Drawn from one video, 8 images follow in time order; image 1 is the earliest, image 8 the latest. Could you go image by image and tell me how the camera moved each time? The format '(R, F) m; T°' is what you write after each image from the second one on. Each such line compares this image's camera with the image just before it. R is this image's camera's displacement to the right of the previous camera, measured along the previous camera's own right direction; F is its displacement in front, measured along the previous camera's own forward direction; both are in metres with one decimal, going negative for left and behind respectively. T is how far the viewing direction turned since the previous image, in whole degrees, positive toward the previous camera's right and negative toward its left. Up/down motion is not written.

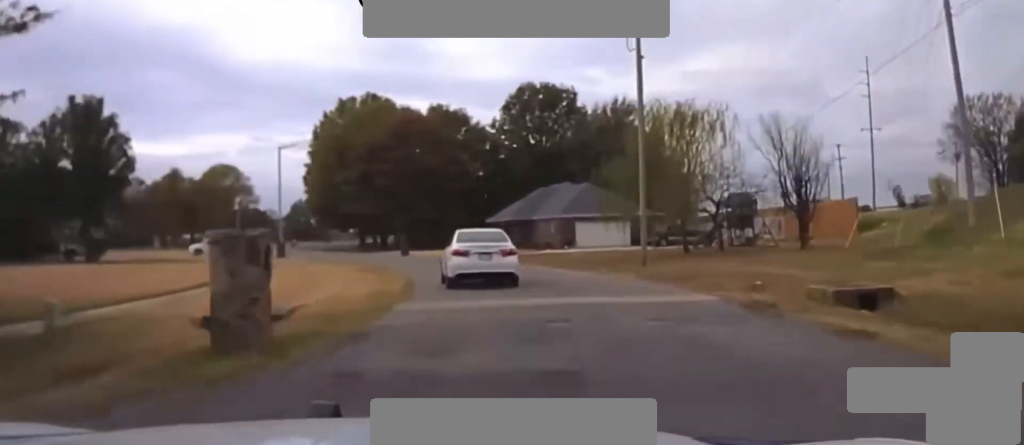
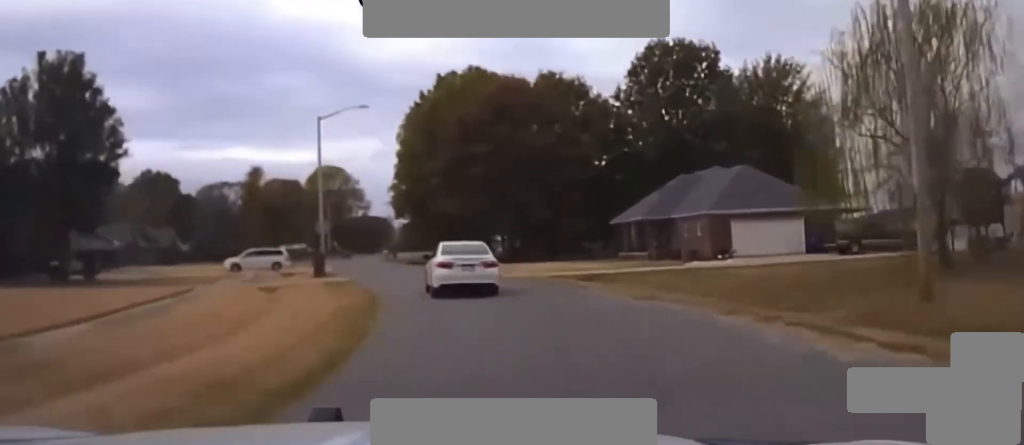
(-0.7, +21.4) m; -7°
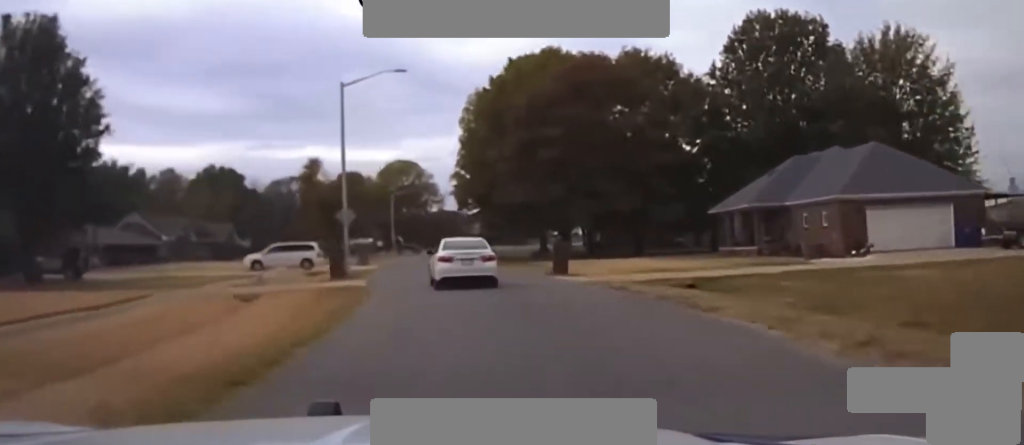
(0.0, +11.4) m; -5°
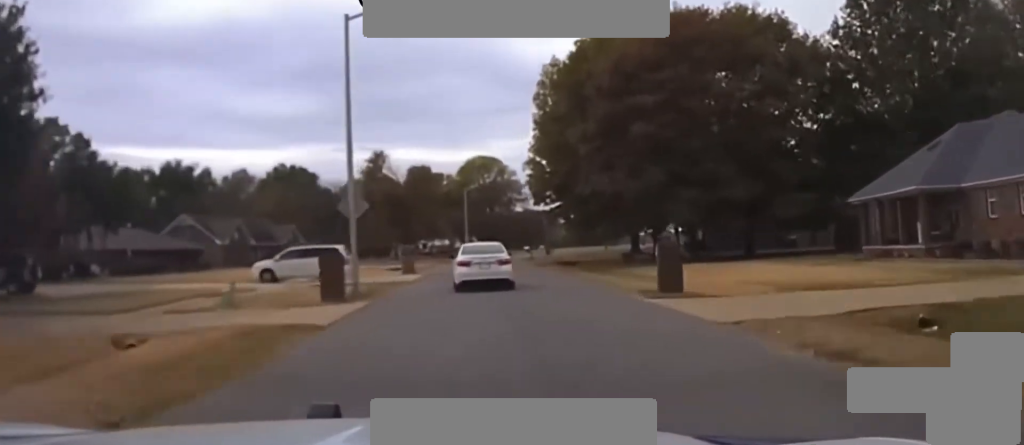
(-1.3, +12.0) m; -6°
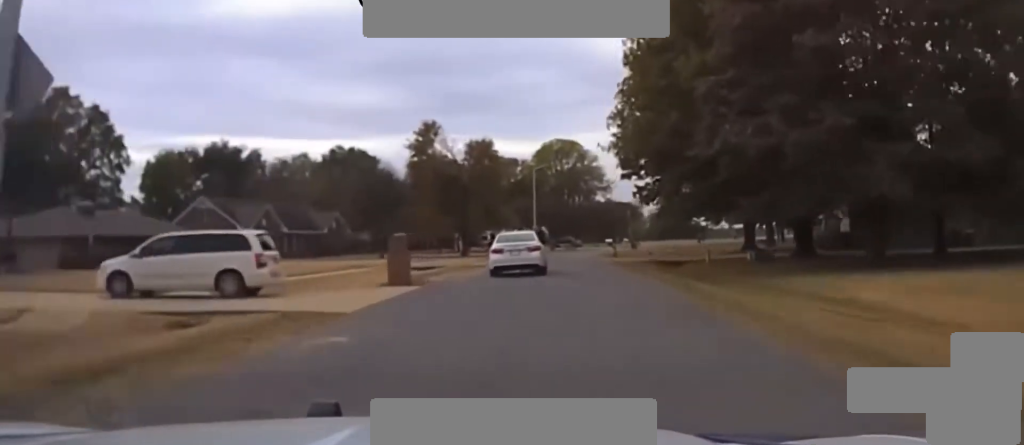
(-1.7, +19.9) m; -5°
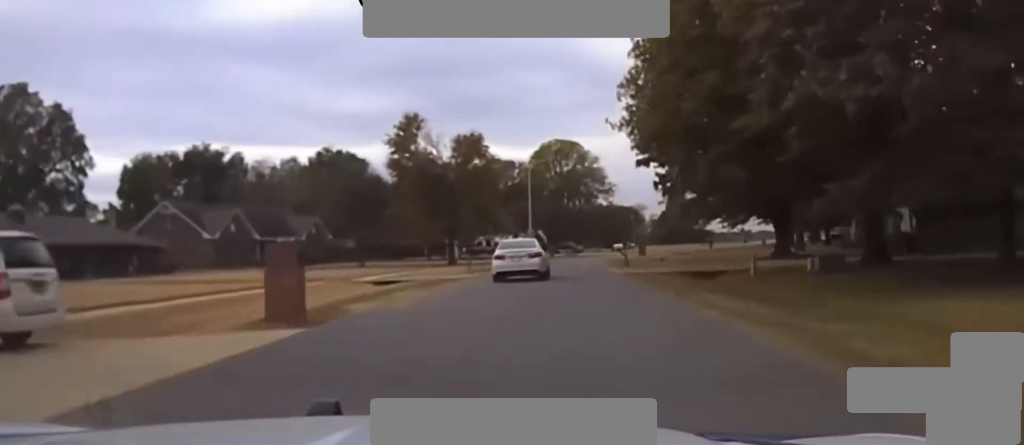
(-0.5, +10.0) m; -1°
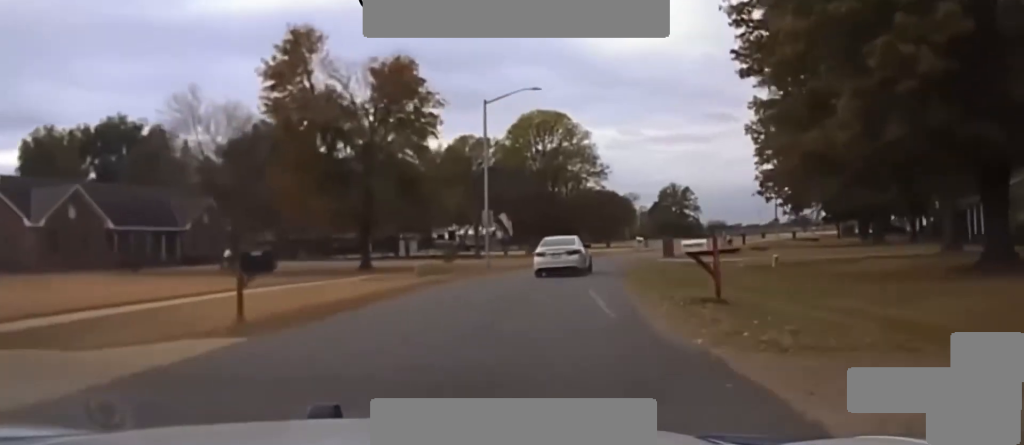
(+0.7, +29.9) m; +2°
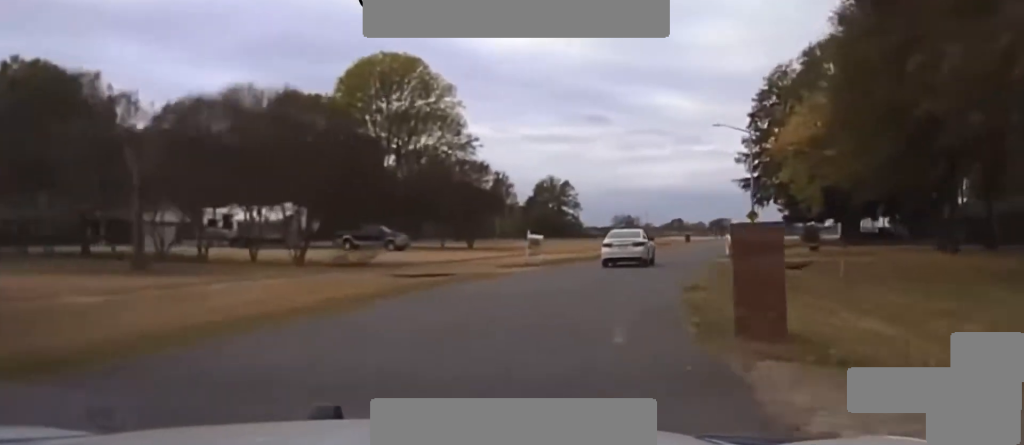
(0.0, +44.5) m; +3°
